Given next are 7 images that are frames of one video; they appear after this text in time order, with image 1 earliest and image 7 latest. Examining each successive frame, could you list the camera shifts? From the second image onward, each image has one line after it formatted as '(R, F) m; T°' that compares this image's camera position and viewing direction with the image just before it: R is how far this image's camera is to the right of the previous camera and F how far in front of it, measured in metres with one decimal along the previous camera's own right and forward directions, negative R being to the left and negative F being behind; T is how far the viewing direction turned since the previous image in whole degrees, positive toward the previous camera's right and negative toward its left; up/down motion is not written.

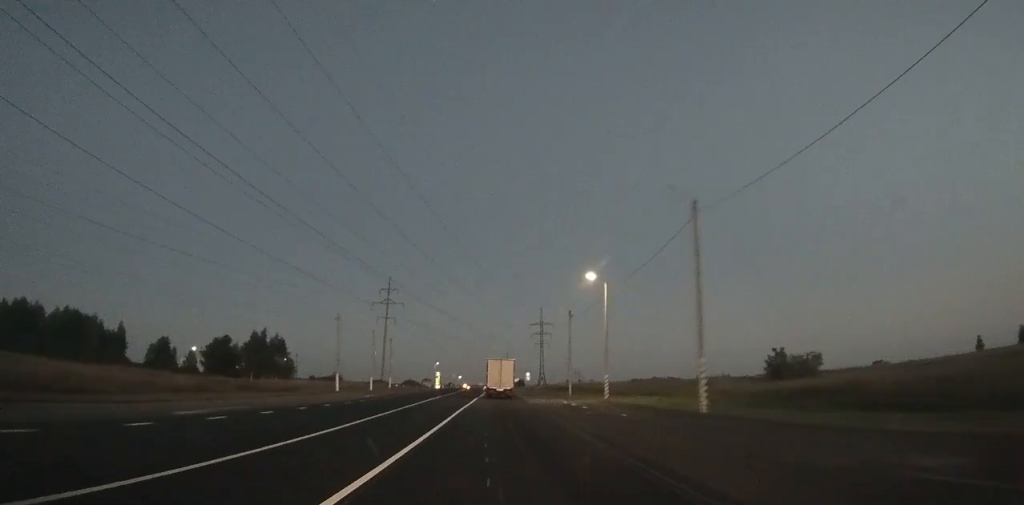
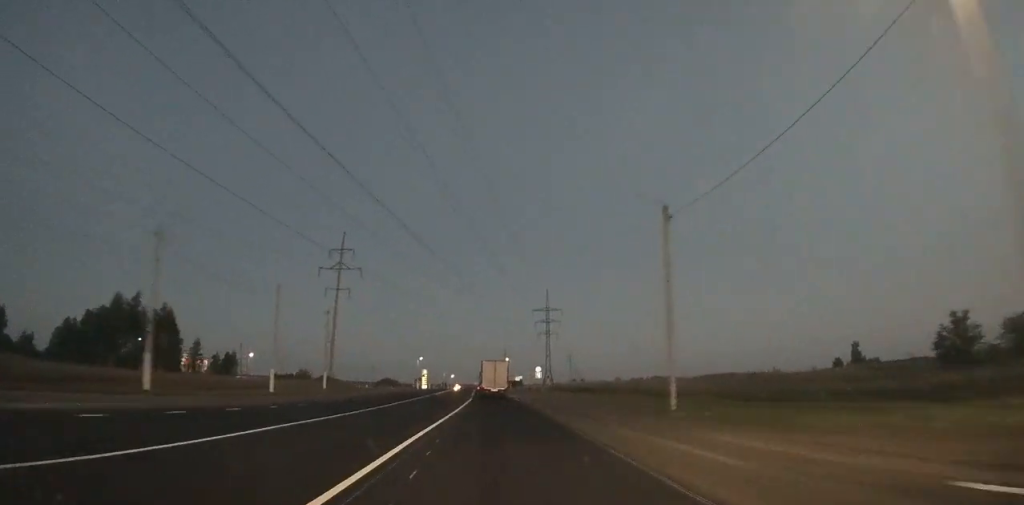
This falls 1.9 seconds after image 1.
(+0.1, +36.0) m; 0°
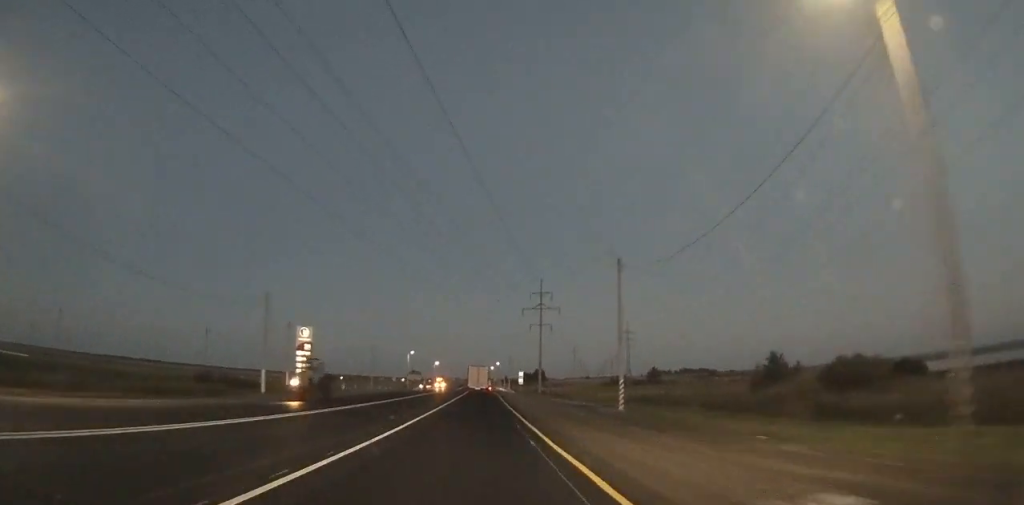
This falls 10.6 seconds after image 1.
(-1.9, +159.9) m; -1°
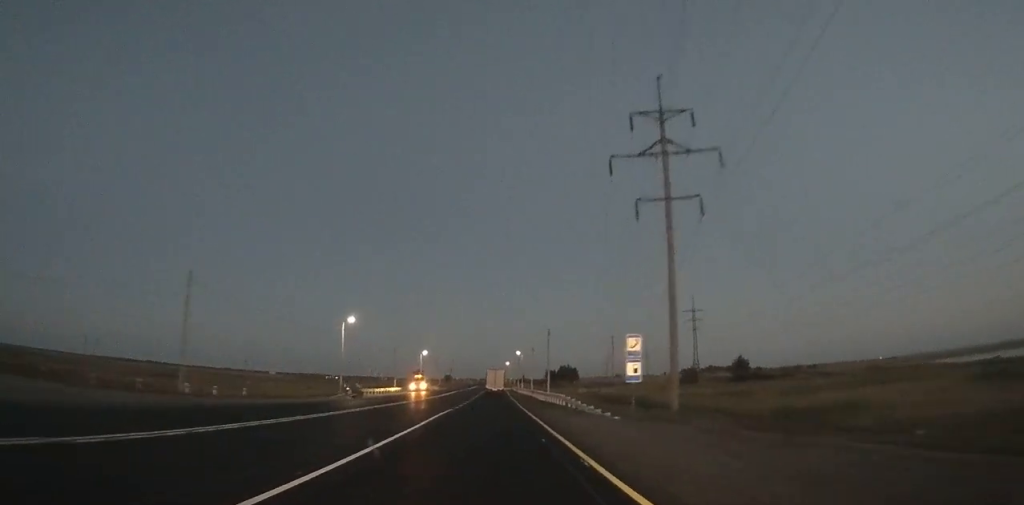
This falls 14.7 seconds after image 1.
(-0.6, +75.6) m; 0°
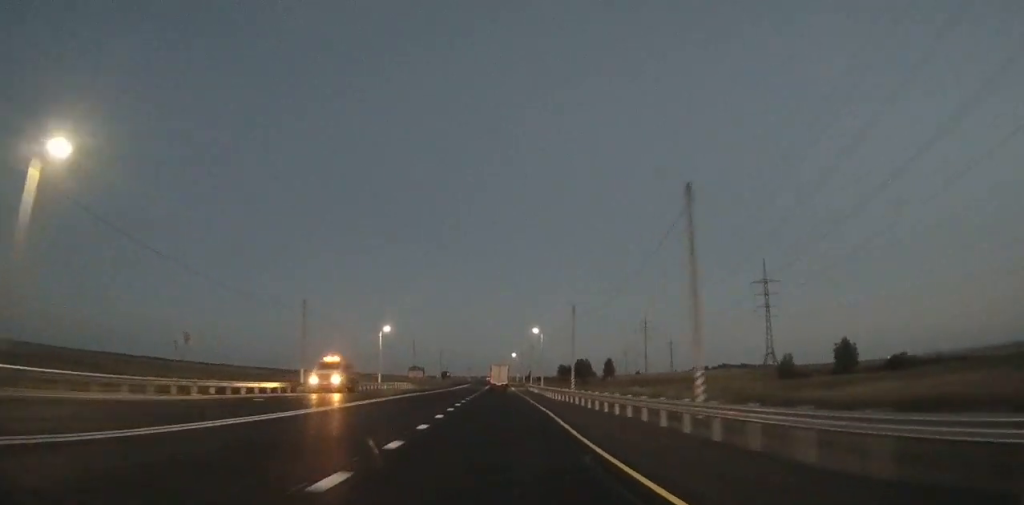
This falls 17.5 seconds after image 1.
(+0.3, +53.5) m; 0°
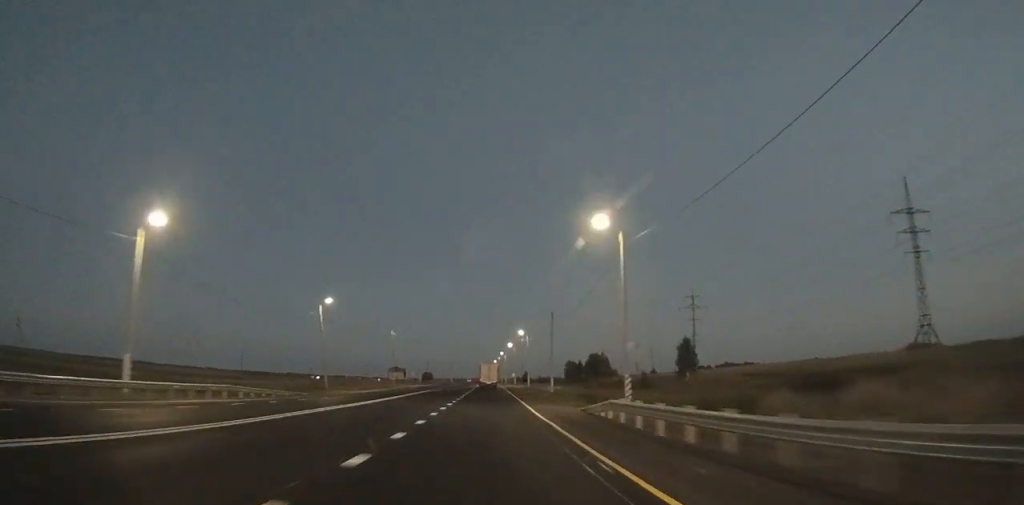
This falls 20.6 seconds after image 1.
(0.0, +61.1) m; 0°
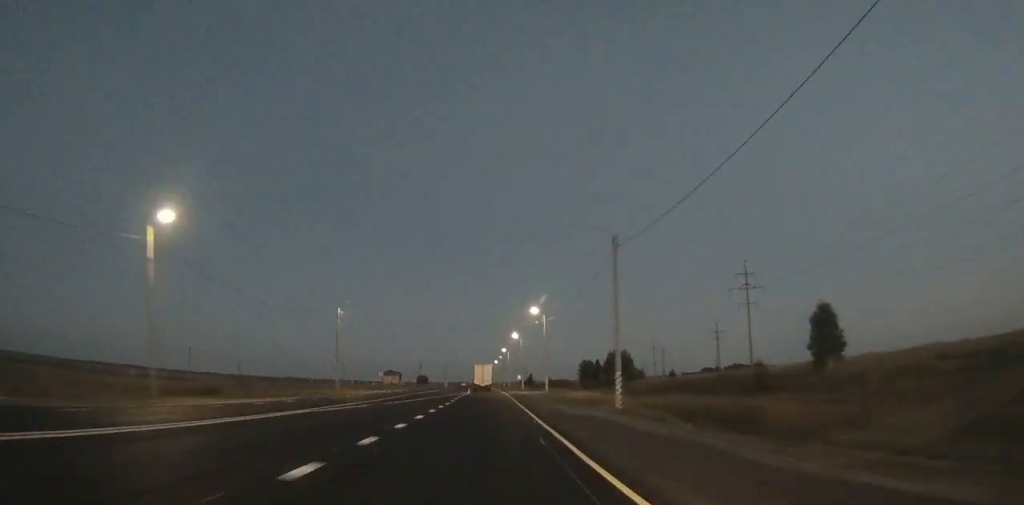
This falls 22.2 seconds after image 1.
(-0.1, +32.2) m; 0°
